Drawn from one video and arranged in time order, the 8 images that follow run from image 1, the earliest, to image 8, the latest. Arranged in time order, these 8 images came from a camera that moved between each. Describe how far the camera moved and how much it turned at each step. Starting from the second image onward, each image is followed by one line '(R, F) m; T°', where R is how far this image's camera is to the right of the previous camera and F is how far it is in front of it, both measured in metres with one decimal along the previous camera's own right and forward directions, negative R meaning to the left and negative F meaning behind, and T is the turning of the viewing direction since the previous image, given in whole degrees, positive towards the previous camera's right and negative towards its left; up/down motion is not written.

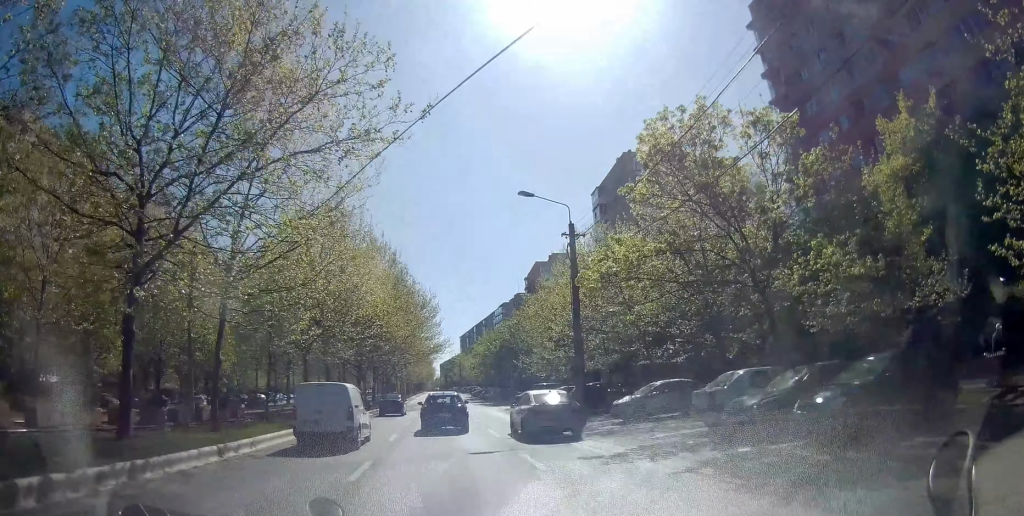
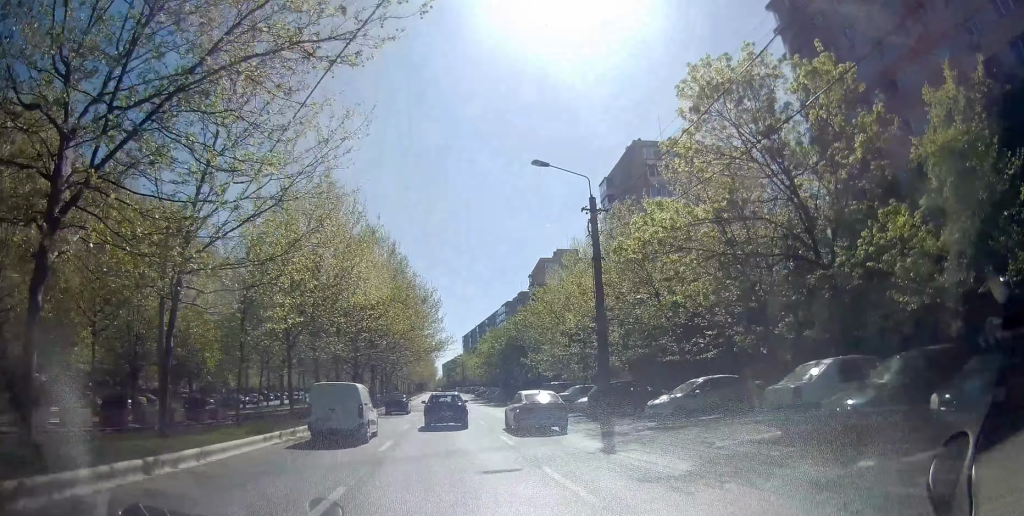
(0.0, +3.8) m; -1°
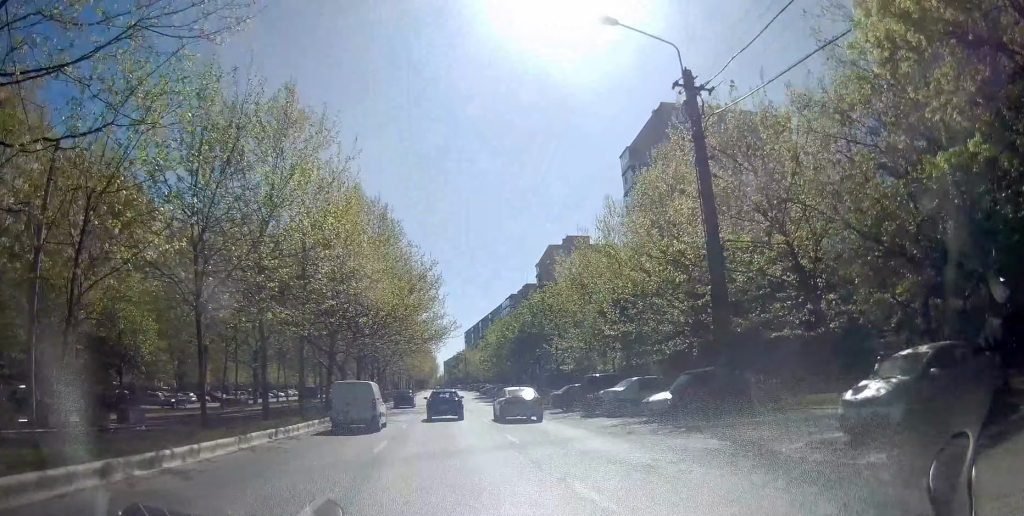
(-0.4, +10.1) m; -4°
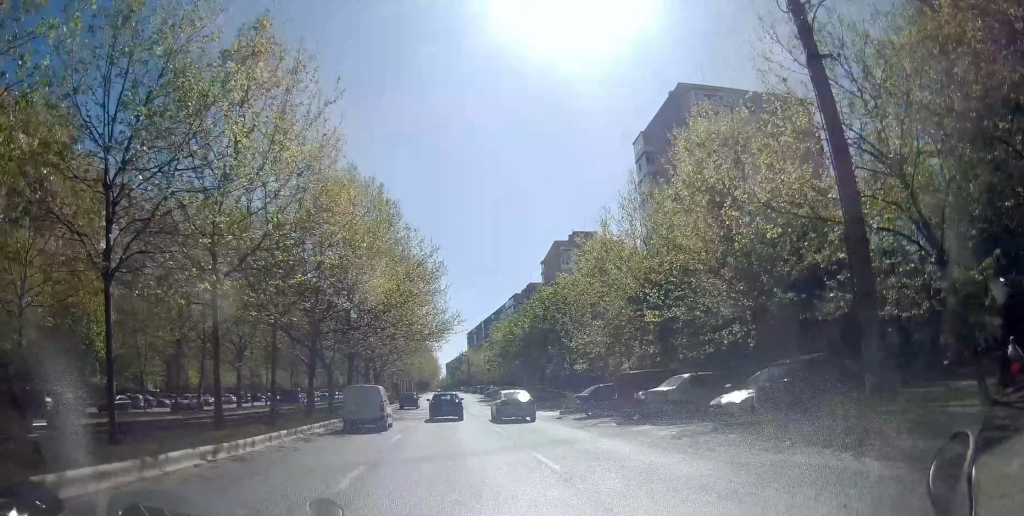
(-0.1, +5.4) m; -1°
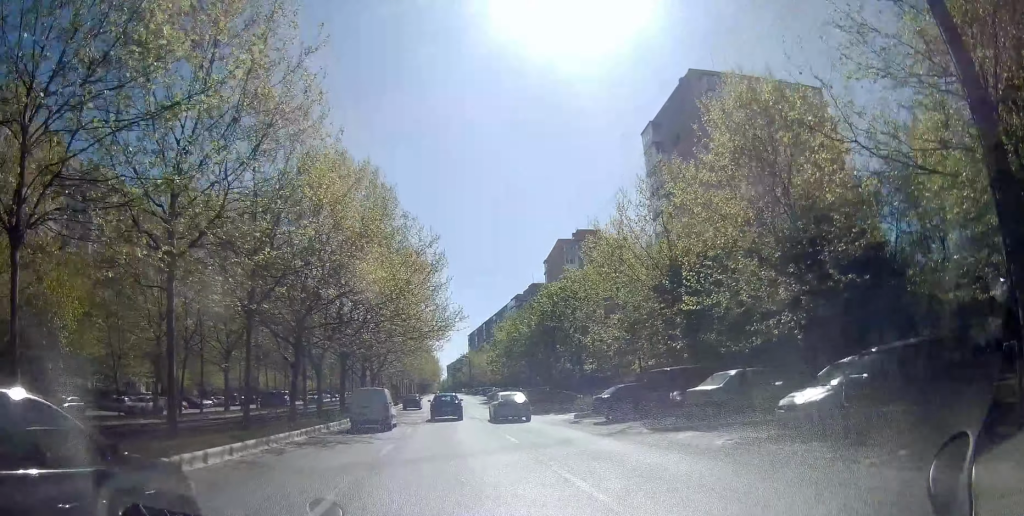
(0.0, +3.7) m; 0°
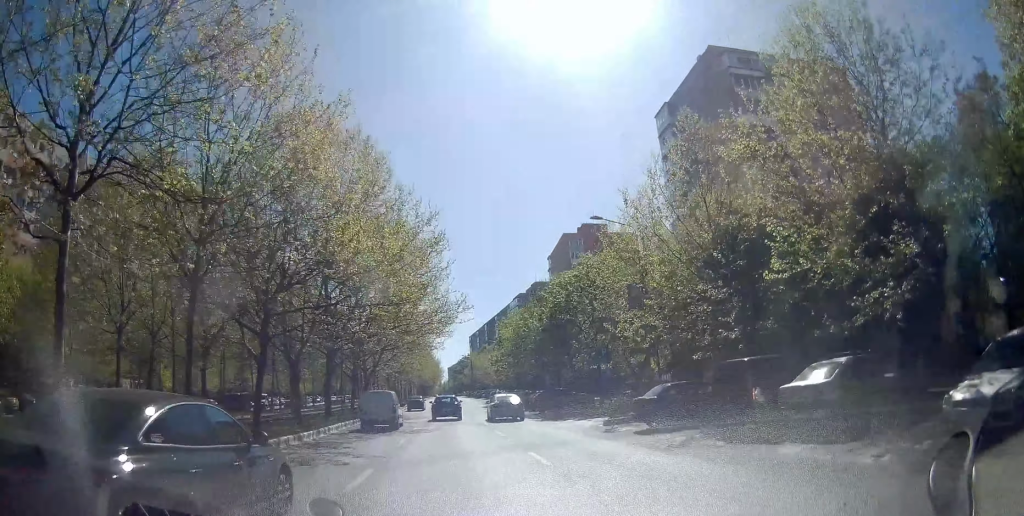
(0.0, +5.4) m; 0°
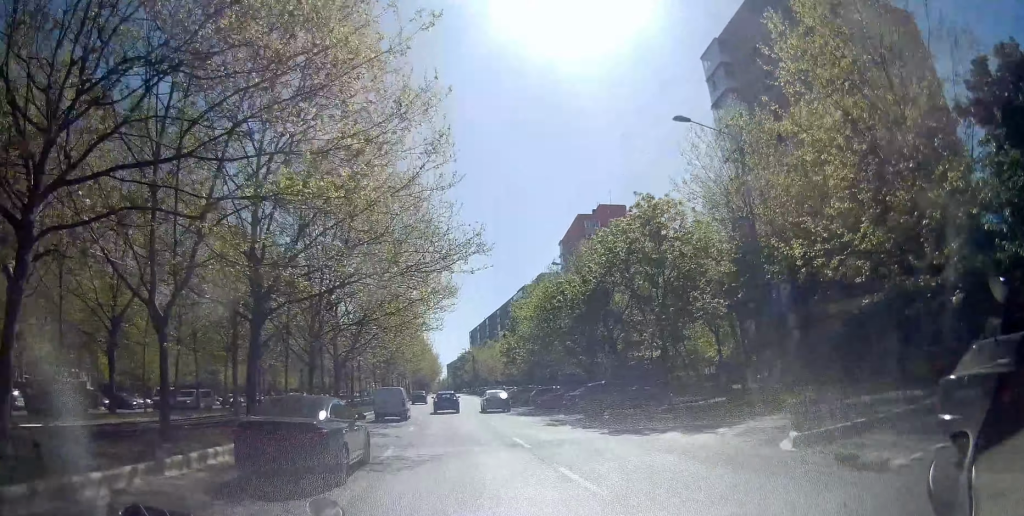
(-0.1, +13.0) m; +1°
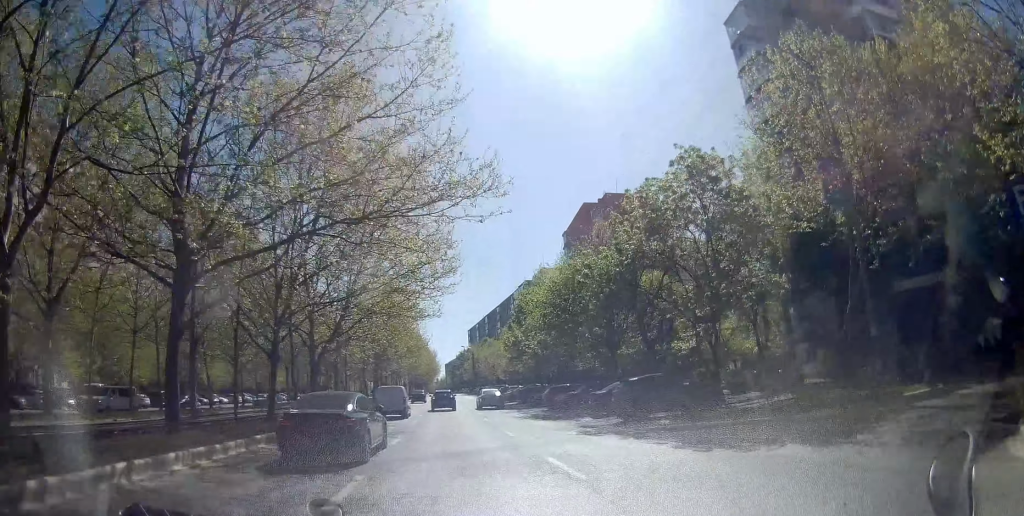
(+0.2, +5.9) m; +2°
